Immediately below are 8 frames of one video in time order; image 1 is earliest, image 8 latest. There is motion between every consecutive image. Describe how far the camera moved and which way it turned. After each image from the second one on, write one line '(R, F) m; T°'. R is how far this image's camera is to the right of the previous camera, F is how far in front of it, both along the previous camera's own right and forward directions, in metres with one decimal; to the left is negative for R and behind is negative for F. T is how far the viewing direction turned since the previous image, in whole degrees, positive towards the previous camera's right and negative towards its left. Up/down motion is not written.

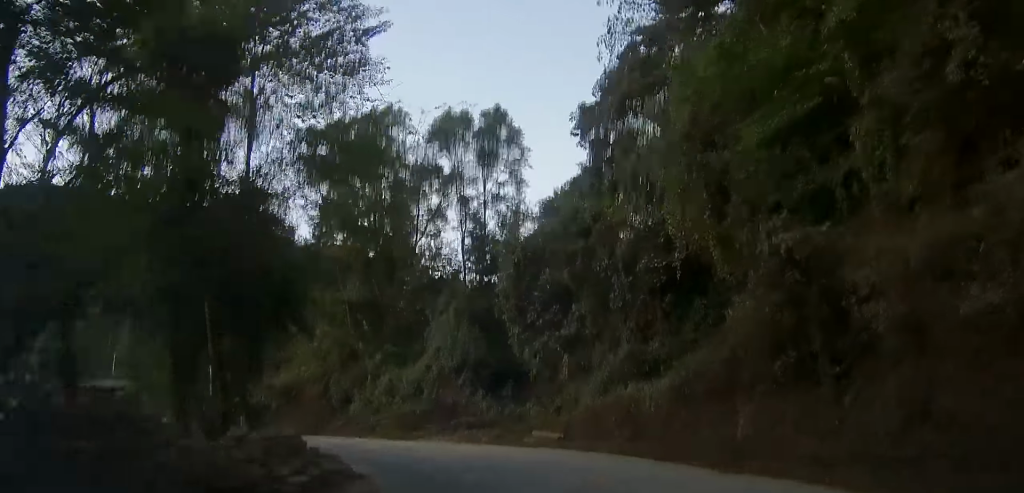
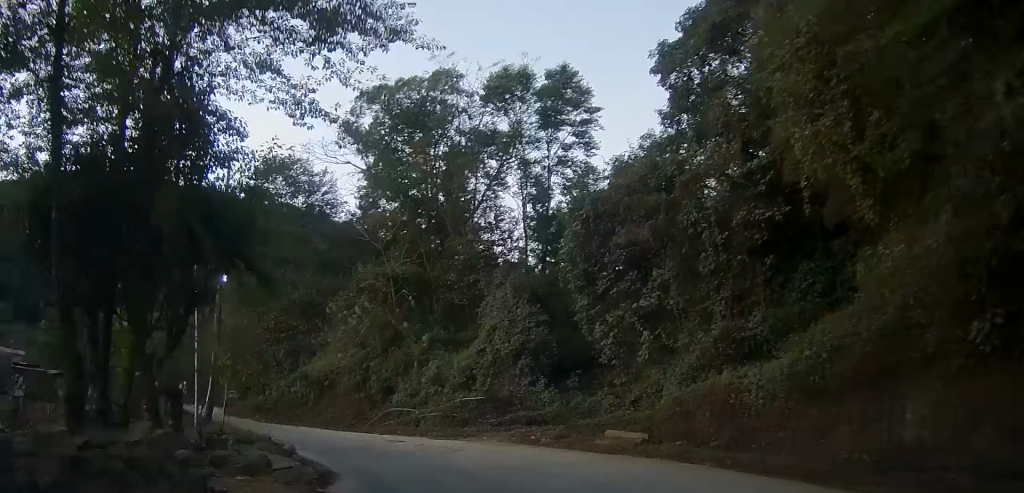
(-0.1, +5.7) m; -4°
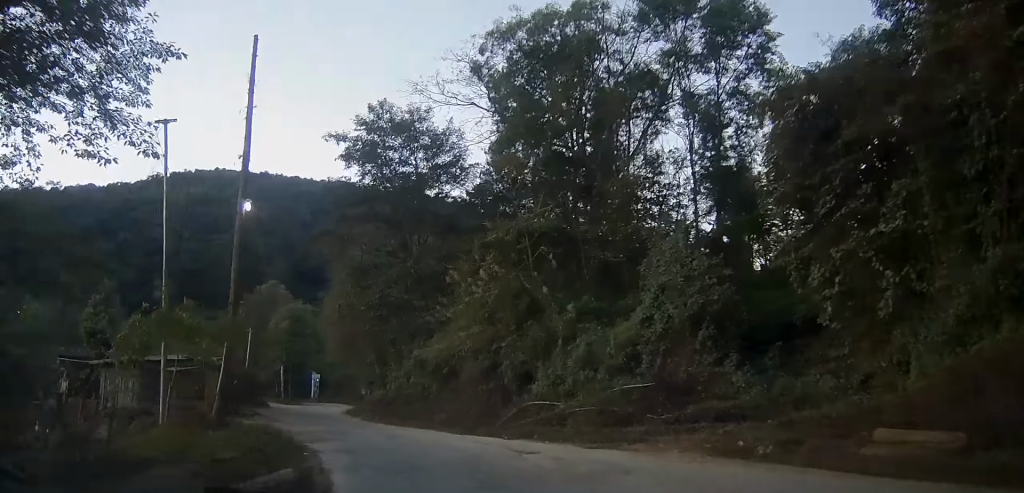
(-0.8, +9.3) m; -11°
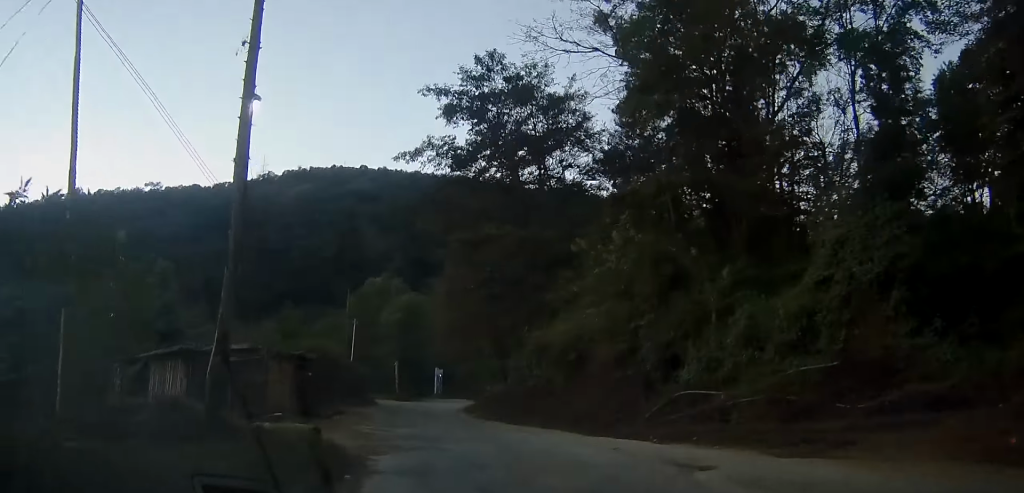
(-0.5, +6.3) m; -9°
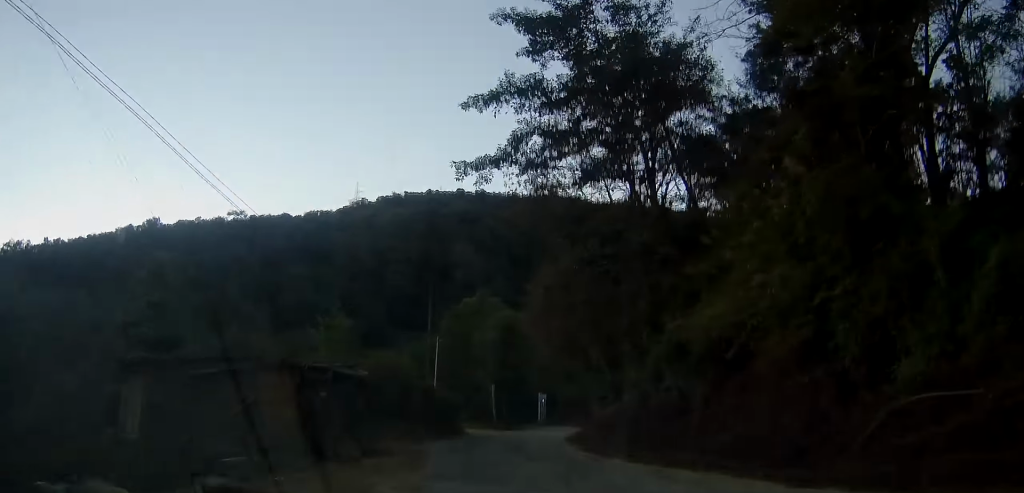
(-1.0, +9.6) m; -9°
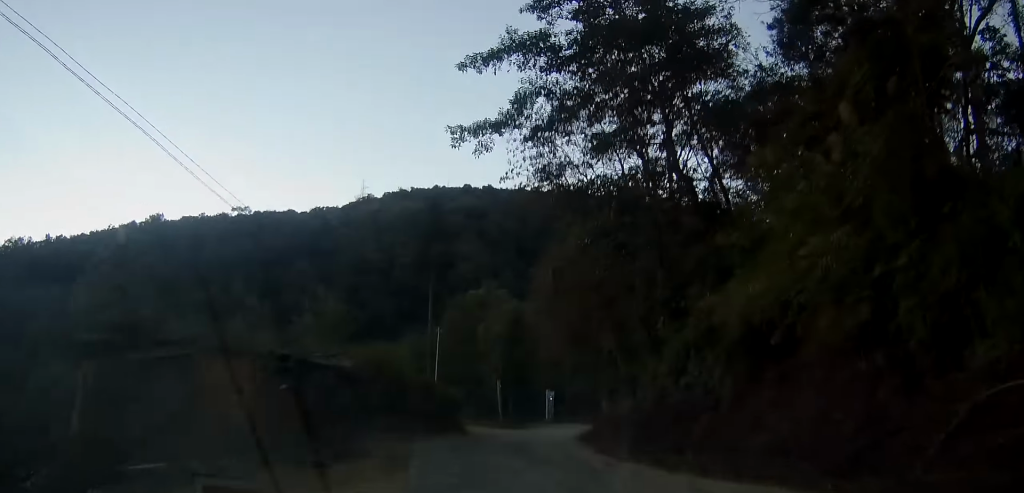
(0.0, +2.9) m; -1°
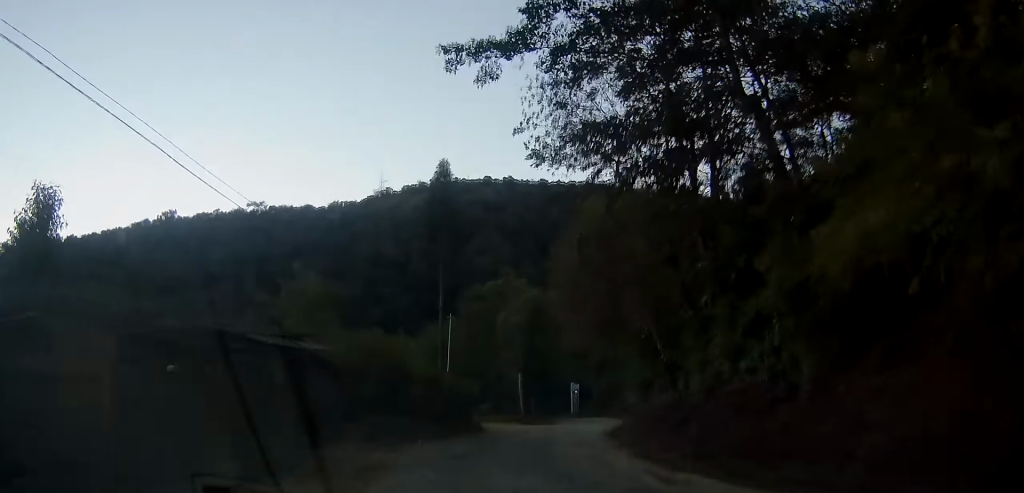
(0.0, +5.1) m; -2°
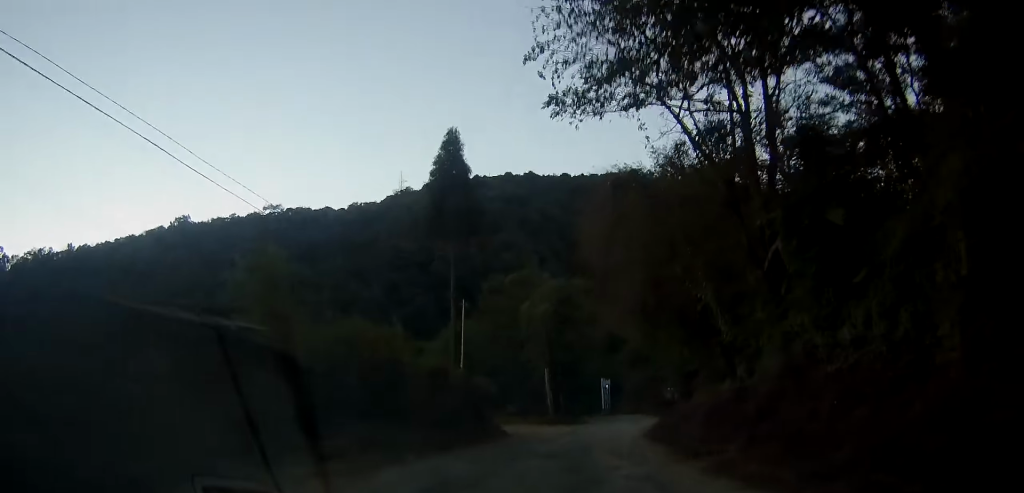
(-0.1, +5.8) m; -3°
